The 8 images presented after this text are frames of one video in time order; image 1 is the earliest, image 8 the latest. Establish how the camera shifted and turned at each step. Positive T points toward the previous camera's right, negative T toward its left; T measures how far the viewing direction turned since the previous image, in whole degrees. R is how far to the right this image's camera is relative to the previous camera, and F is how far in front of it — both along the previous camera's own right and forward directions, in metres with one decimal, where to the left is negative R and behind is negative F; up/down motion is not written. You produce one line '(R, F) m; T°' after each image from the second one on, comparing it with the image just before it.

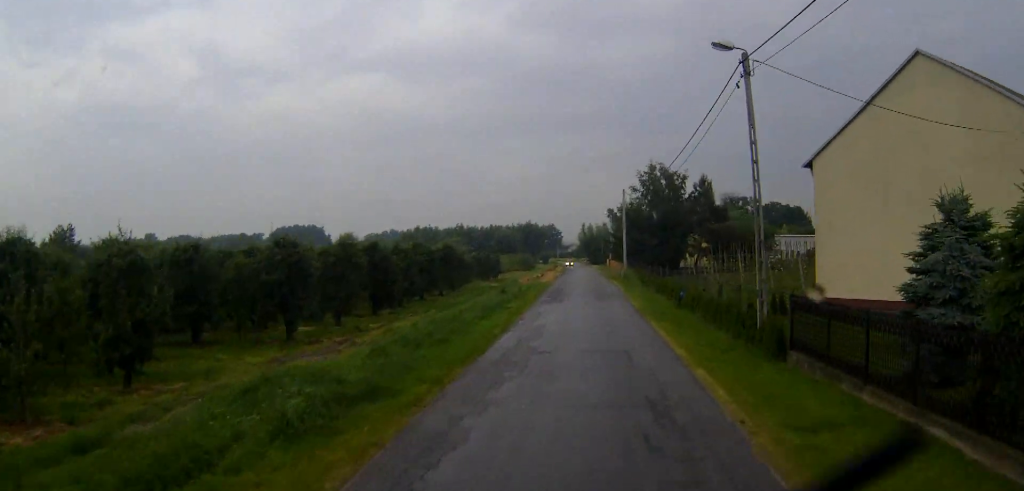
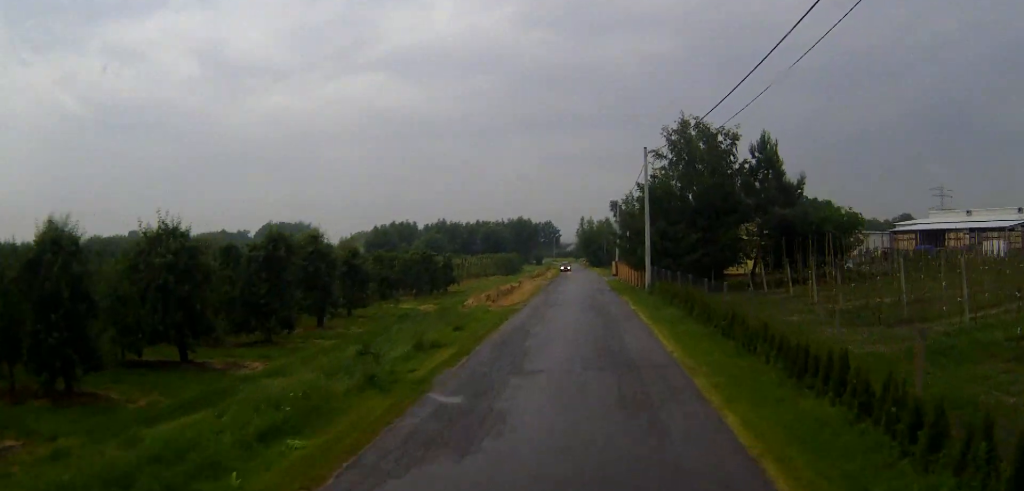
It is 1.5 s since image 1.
(+0.3, +26.8) m; +1°
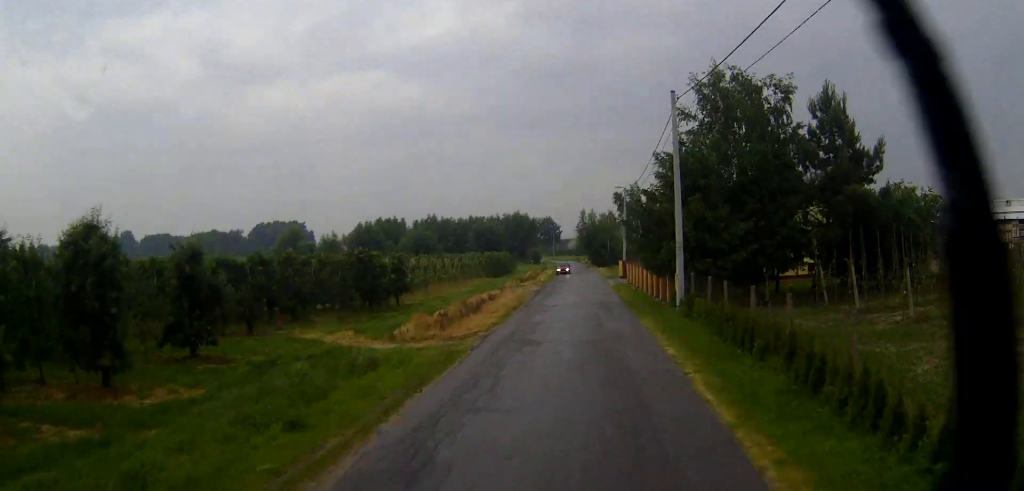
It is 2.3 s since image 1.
(+0.1, +13.9) m; 0°
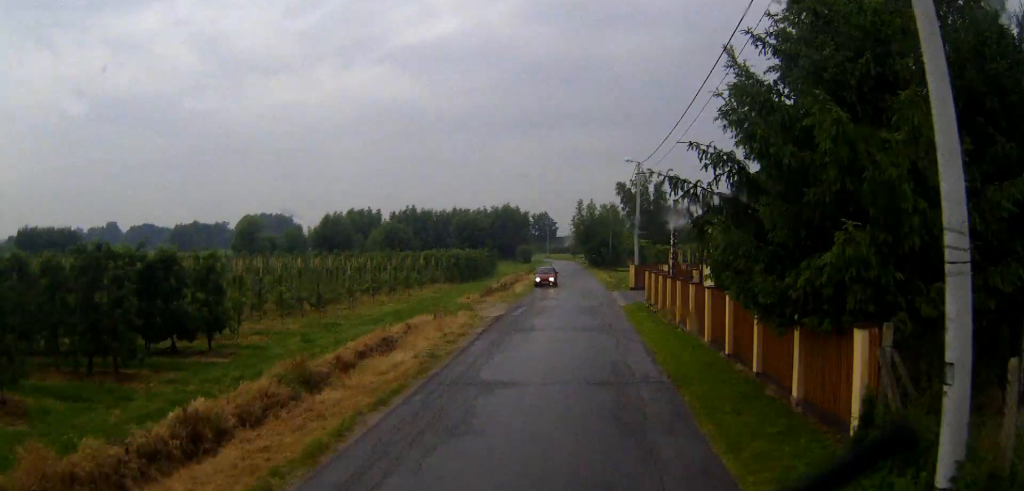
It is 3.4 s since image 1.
(-0.2, +20.7) m; -2°
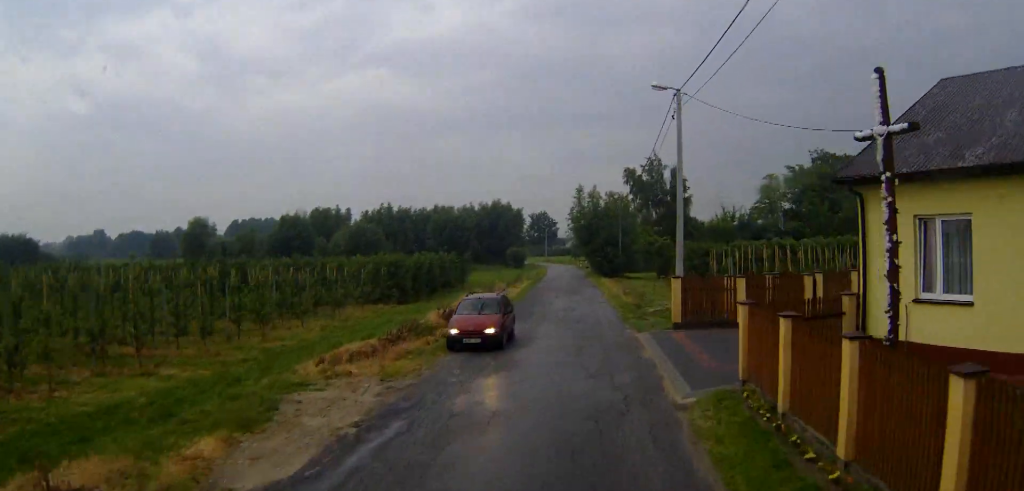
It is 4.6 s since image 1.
(-0.7, +22.8) m; -3°
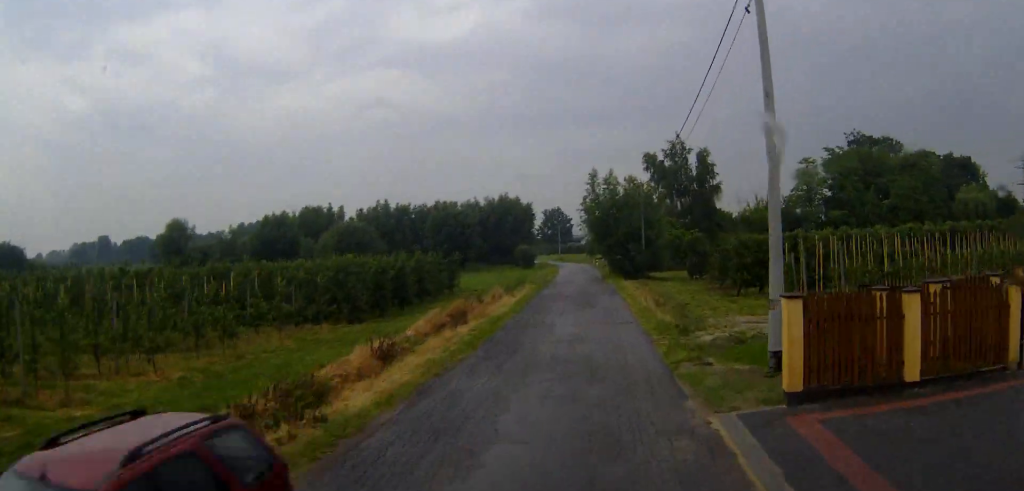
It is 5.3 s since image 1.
(-0.1, +12.5) m; 0°
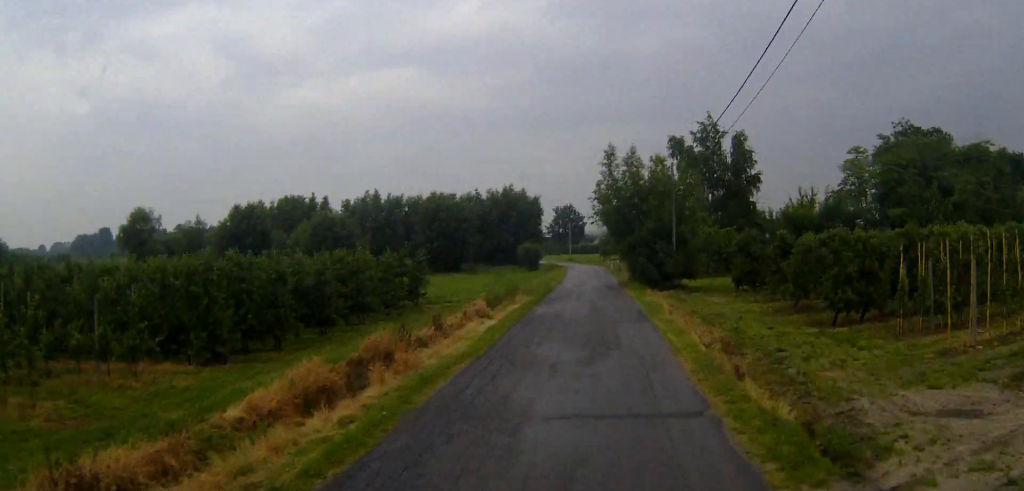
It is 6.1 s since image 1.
(0.0, +14.4) m; 0°
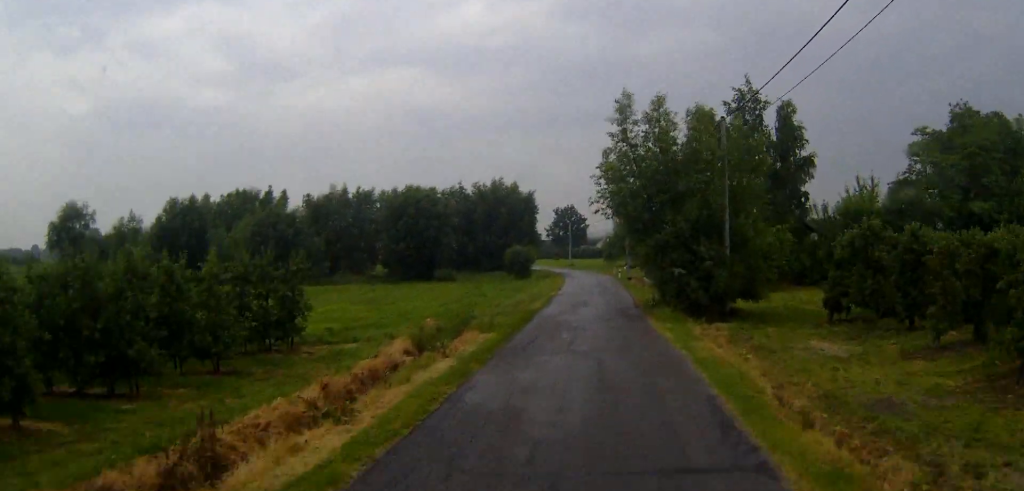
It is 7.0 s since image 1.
(+0.1, +17.5) m; +1°
